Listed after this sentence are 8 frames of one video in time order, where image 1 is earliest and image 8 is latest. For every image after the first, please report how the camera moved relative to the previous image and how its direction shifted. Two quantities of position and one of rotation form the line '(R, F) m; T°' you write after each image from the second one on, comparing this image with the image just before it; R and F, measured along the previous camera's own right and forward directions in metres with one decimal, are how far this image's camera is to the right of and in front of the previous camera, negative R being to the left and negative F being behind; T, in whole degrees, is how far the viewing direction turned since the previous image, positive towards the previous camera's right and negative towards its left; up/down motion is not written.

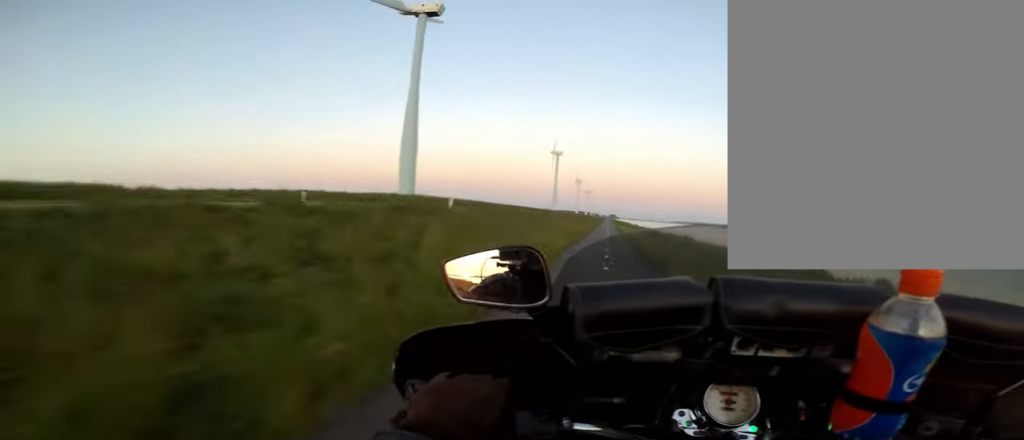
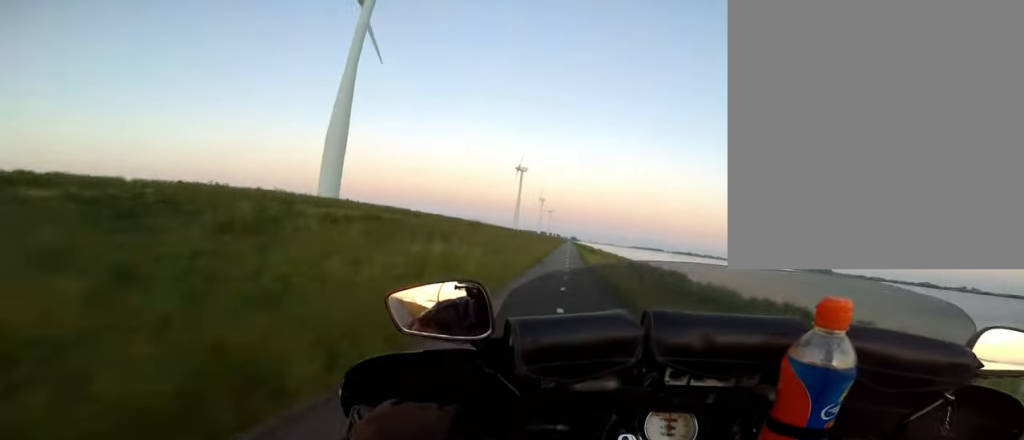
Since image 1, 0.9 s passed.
(+0.5, +14.7) m; +1°
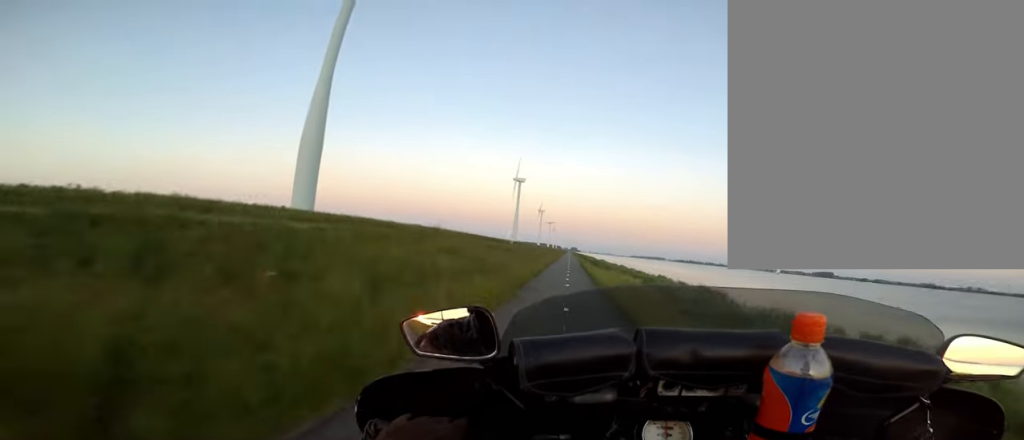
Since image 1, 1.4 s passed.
(+0.2, +7.5) m; 0°
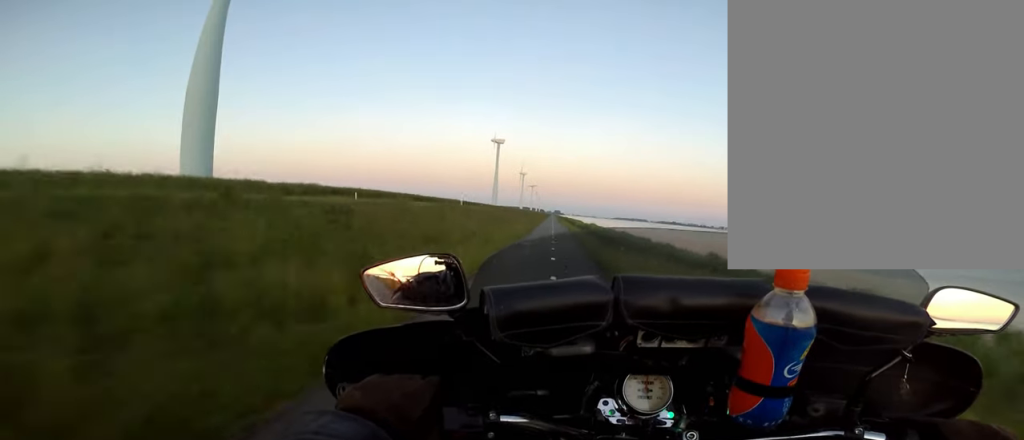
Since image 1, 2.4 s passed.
(-0.5, +16.8) m; -2°
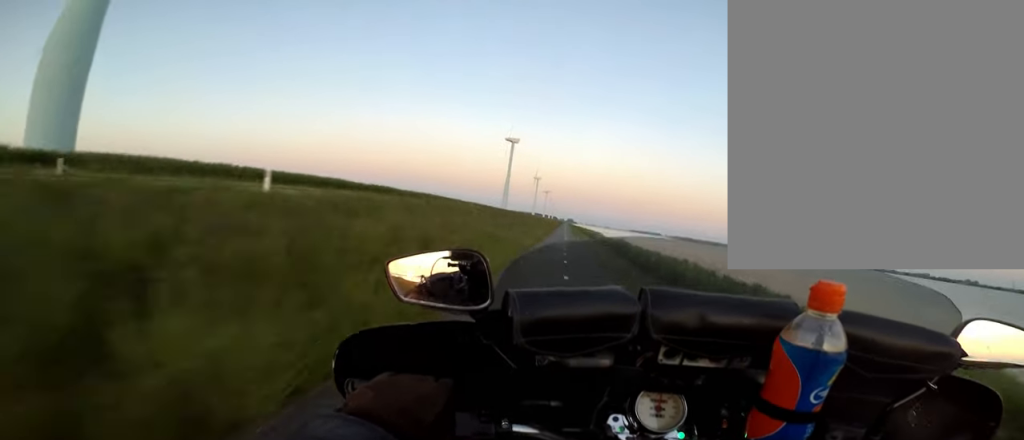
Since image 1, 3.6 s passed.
(+0.1, +20.1) m; +1°
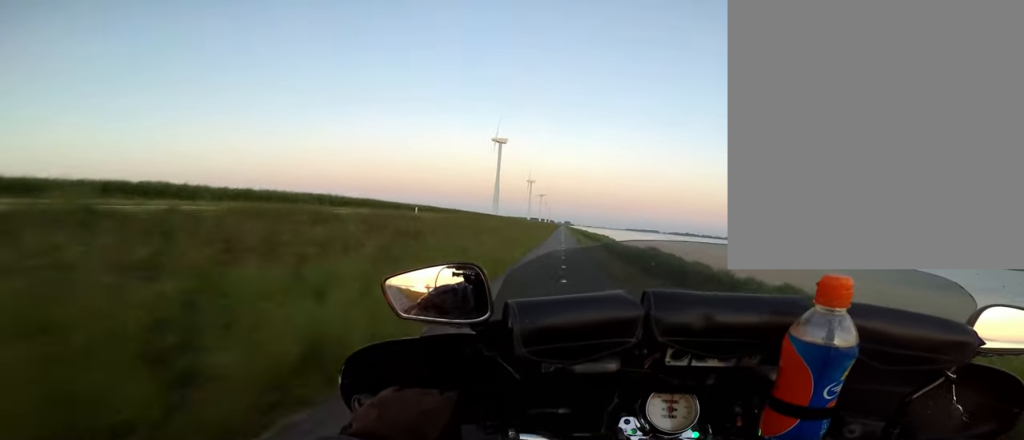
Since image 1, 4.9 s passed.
(+0.5, +21.3) m; +1°
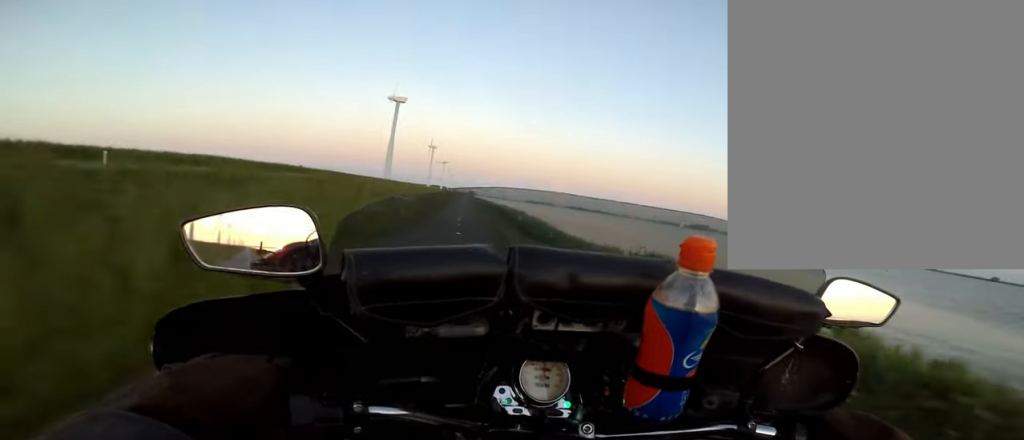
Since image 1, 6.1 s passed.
(-0.4, +20.8) m; -2°
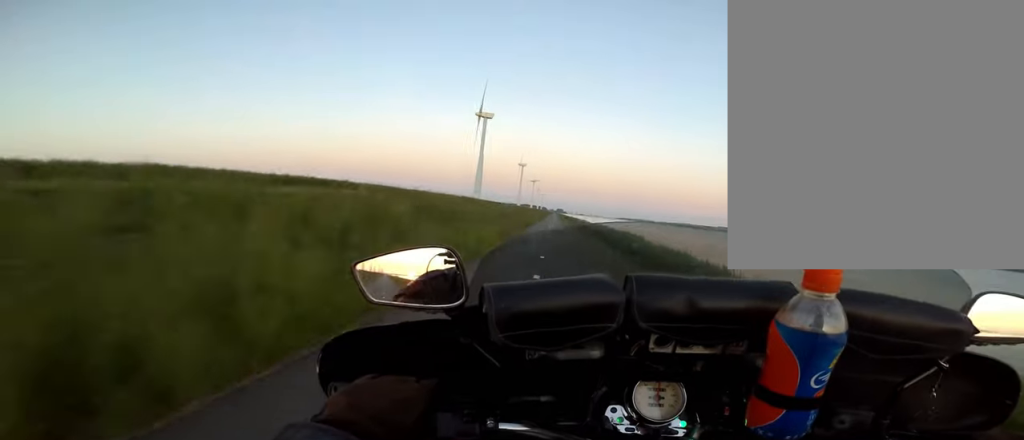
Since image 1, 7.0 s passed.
(-0.1, +13.6) m; 0°
